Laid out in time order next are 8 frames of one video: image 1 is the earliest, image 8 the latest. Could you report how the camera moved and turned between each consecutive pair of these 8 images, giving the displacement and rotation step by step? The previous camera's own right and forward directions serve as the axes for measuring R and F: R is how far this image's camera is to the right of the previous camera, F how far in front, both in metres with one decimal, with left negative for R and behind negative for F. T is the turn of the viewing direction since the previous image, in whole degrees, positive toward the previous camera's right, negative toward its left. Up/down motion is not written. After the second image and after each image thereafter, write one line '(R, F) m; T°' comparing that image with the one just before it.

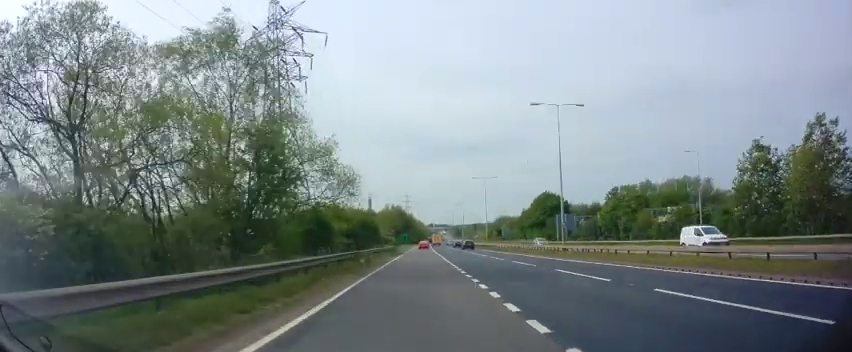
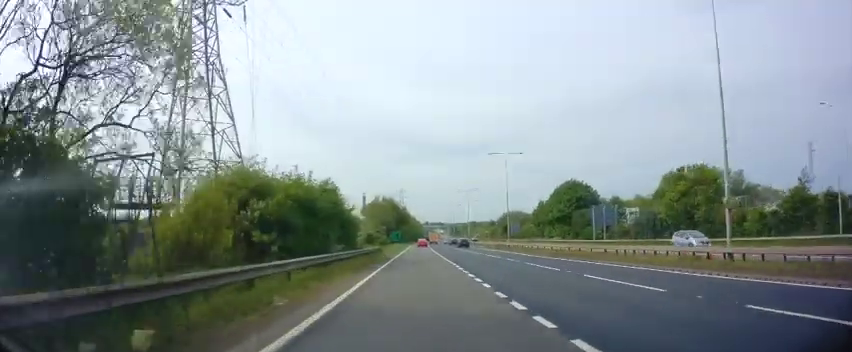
(+0.2, +21.8) m; 0°
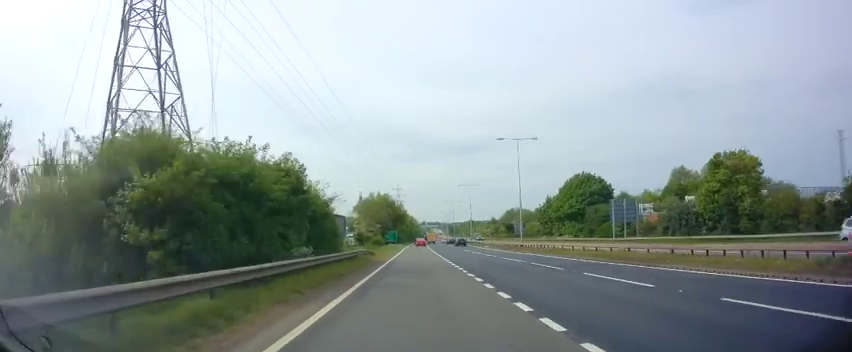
(0.0, +8.5) m; 0°
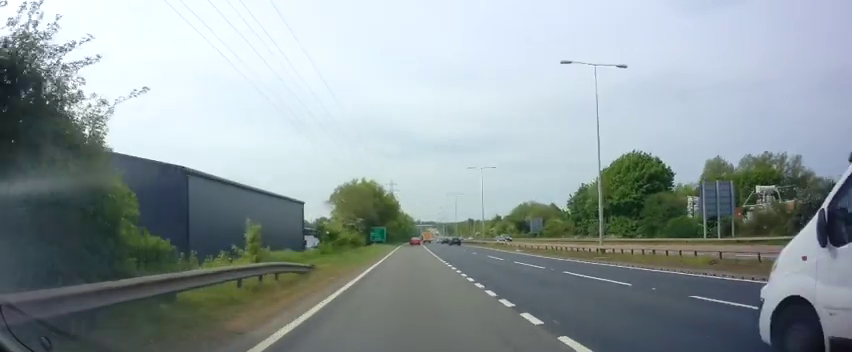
(0.0, +23.7) m; +1°
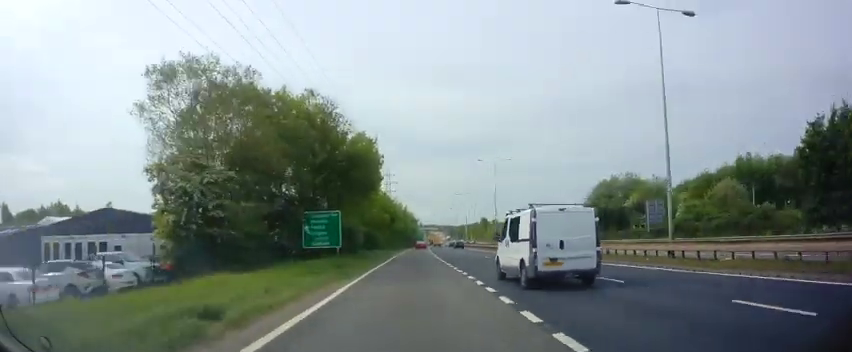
(+0.7, +54.4) m; 0°
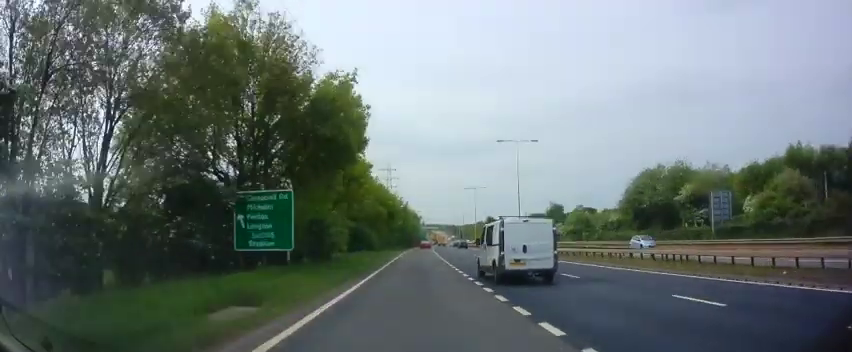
(-0.2, +12.9) m; -1°
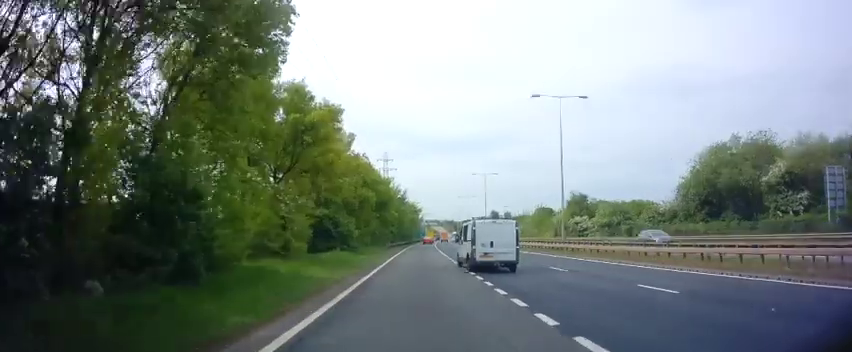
(0.0, +15.4) m; 0°
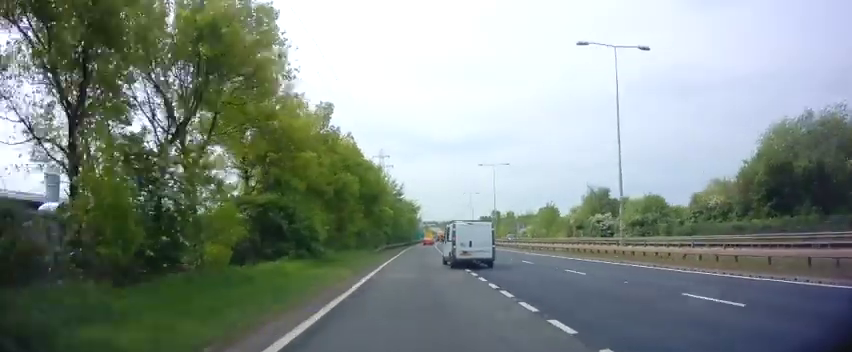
(0.0, +10.8) m; 0°
